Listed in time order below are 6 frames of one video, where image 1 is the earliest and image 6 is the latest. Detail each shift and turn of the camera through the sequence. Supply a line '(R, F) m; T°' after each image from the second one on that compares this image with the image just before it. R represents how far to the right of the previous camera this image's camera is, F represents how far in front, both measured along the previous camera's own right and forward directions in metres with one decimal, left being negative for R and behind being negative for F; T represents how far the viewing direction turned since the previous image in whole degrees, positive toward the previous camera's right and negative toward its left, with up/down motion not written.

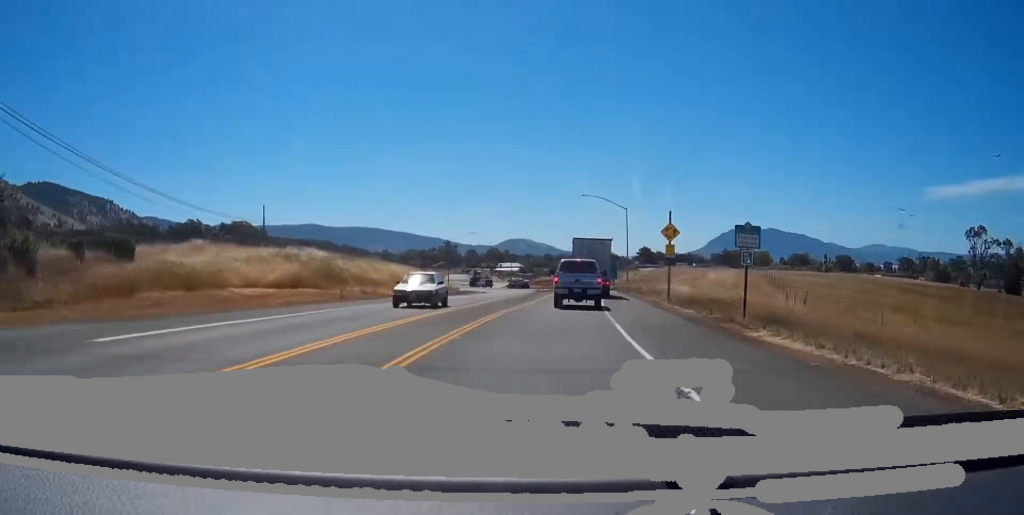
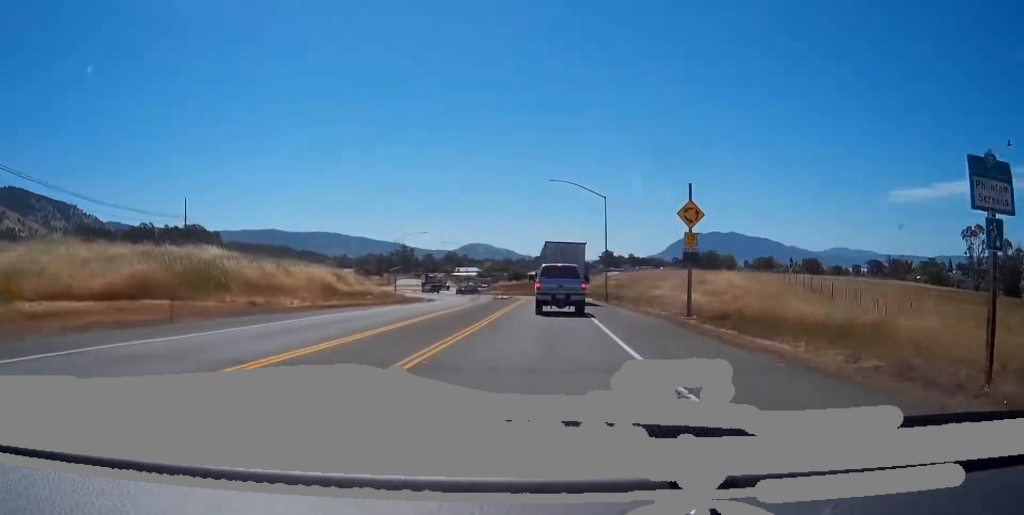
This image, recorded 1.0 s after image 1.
(+0.3, +15.6) m; +3°
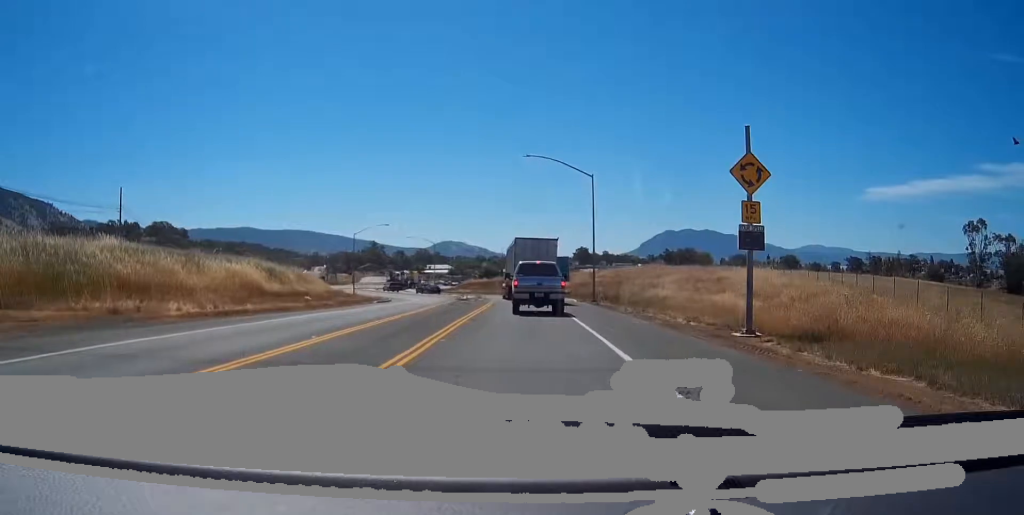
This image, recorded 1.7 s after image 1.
(+0.3, +11.6) m; +2°
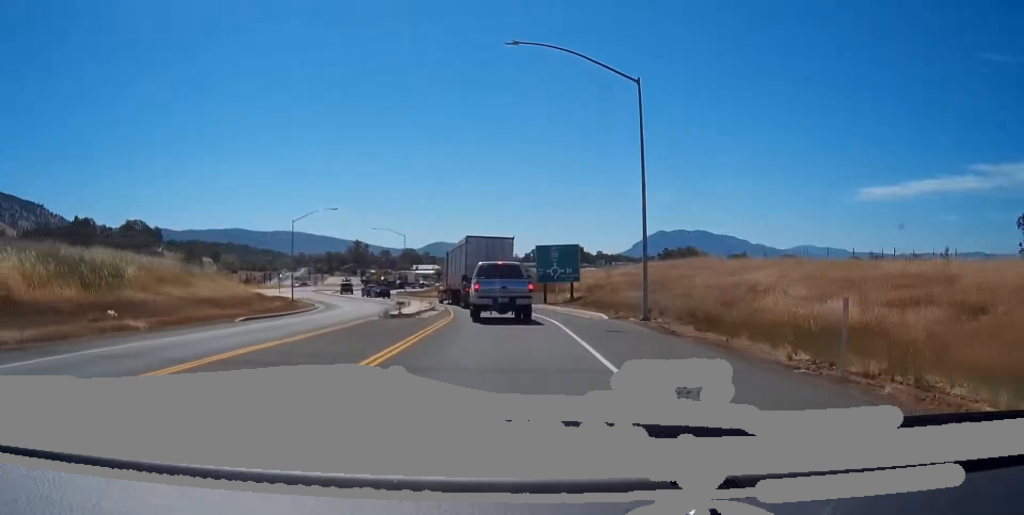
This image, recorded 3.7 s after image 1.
(+0.6, +26.0) m; +1°
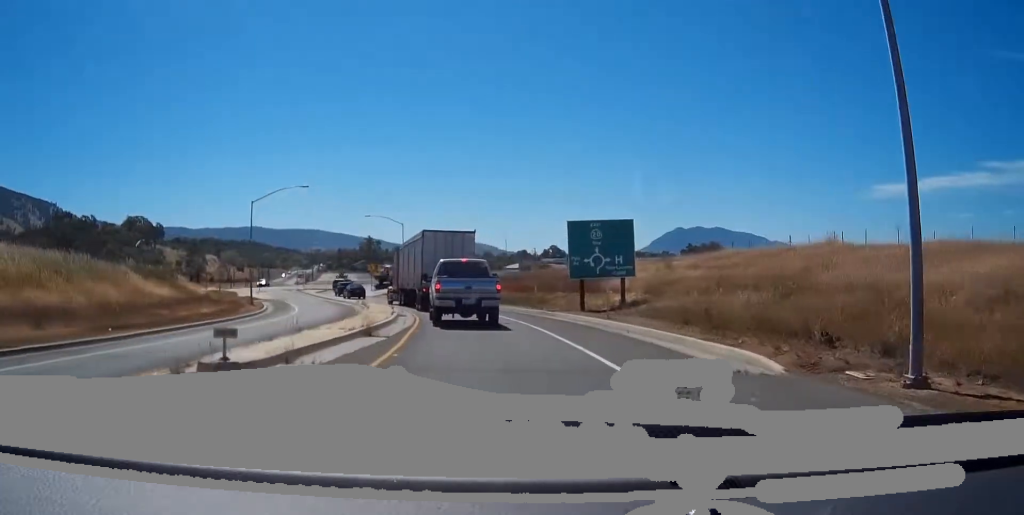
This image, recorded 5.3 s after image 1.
(-0.4, +18.2) m; -3°
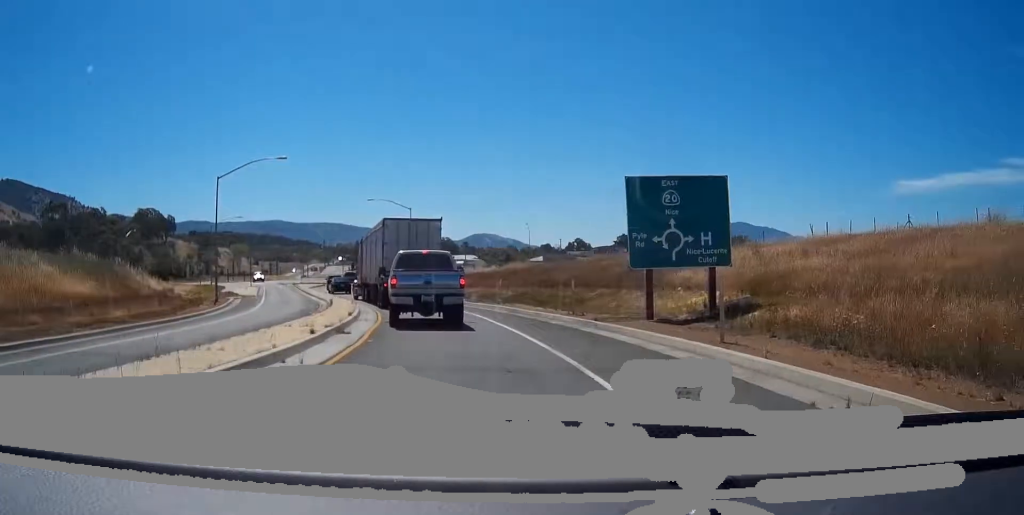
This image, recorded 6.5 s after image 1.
(-0.3, +12.3) m; -3°
